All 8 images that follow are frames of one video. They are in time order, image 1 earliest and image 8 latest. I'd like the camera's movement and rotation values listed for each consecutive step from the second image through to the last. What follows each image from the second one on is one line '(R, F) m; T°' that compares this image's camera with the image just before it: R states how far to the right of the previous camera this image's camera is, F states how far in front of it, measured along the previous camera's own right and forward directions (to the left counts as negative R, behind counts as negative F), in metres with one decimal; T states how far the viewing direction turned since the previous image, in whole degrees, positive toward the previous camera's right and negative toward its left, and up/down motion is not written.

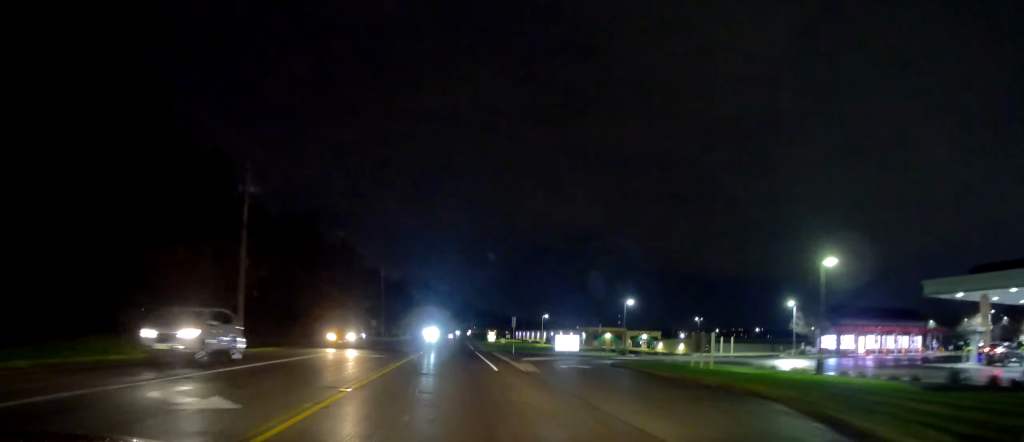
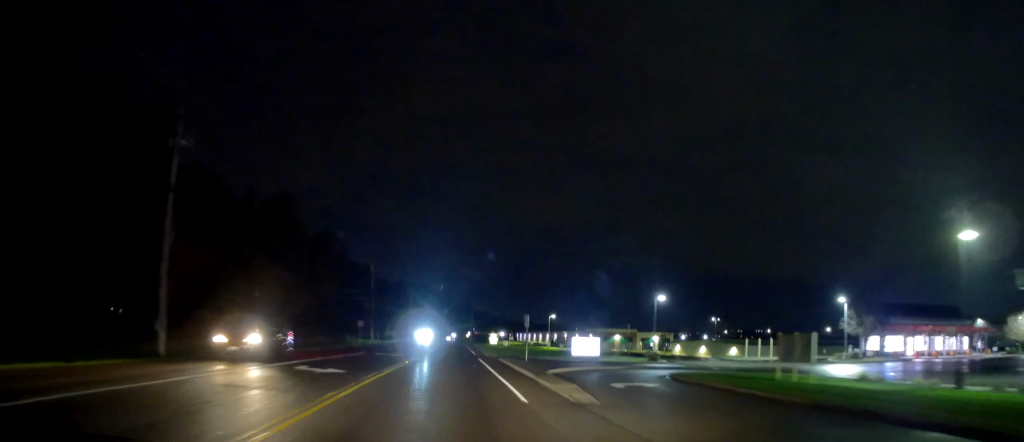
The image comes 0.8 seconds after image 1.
(-0.2, +9.0) m; -1°
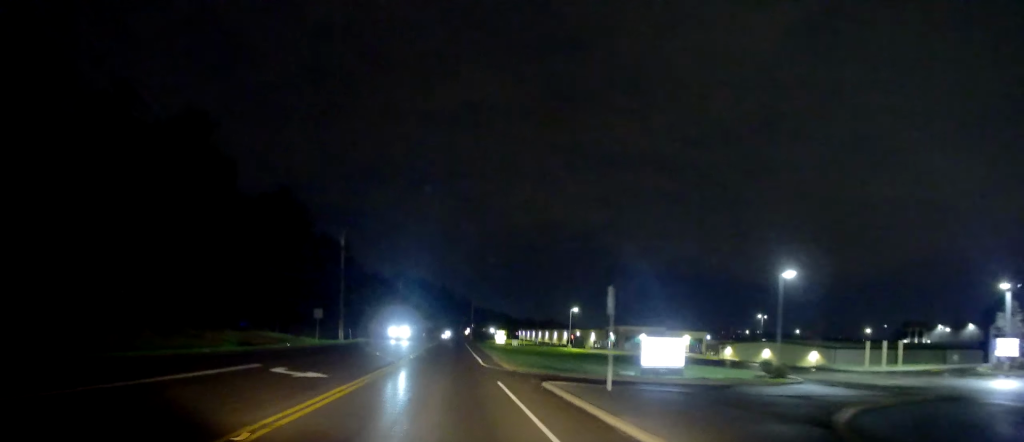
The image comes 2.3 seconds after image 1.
(0.0, +20.2) m; +2°
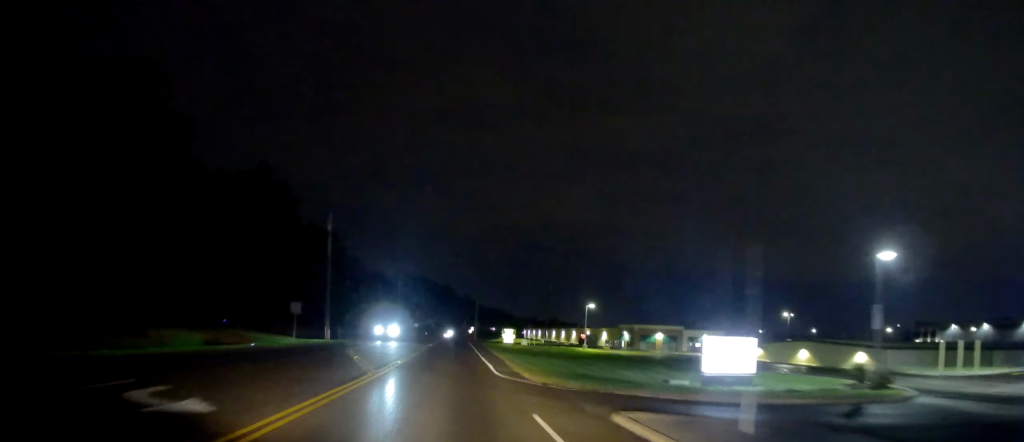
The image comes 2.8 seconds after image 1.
(+0.3, +7.7) m; 0°
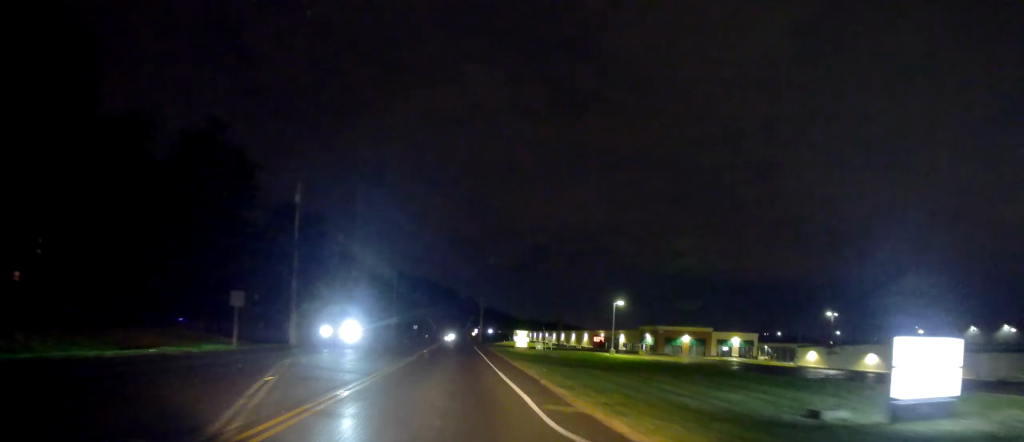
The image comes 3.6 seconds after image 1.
(0.0, +11.5) m; 0°
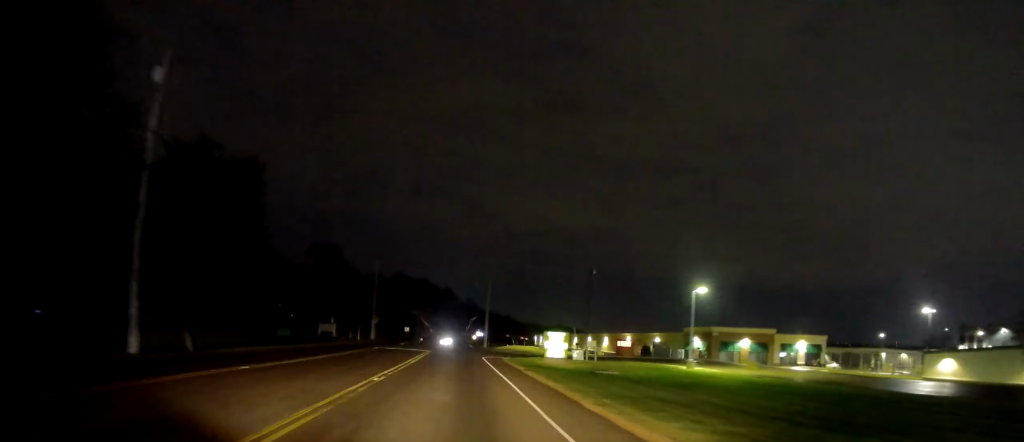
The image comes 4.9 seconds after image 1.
(+0.2, +21.0) m; +1°
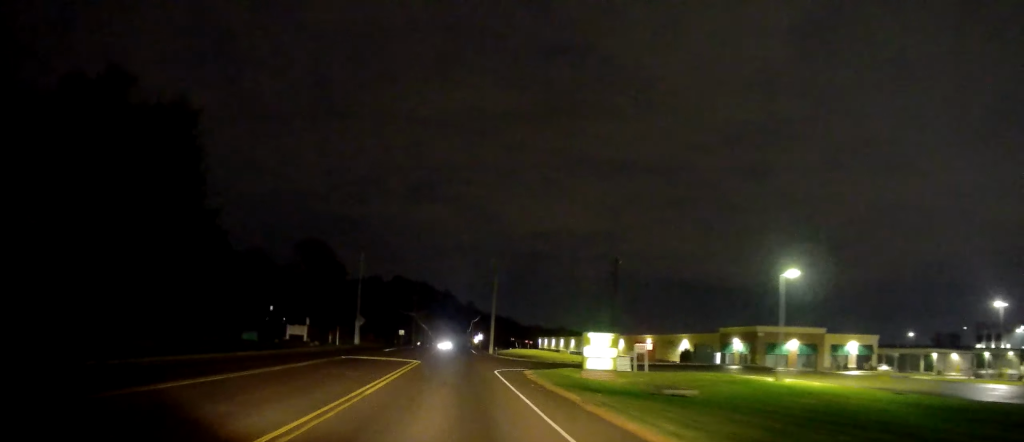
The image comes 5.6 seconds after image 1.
(0.0, +11.9) m; -1°
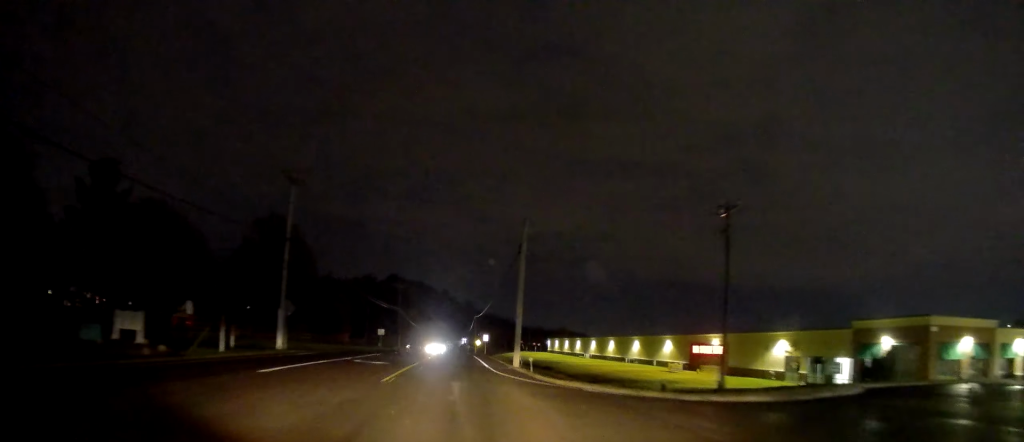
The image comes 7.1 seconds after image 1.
(-0.4, +27.2) m; -1°
